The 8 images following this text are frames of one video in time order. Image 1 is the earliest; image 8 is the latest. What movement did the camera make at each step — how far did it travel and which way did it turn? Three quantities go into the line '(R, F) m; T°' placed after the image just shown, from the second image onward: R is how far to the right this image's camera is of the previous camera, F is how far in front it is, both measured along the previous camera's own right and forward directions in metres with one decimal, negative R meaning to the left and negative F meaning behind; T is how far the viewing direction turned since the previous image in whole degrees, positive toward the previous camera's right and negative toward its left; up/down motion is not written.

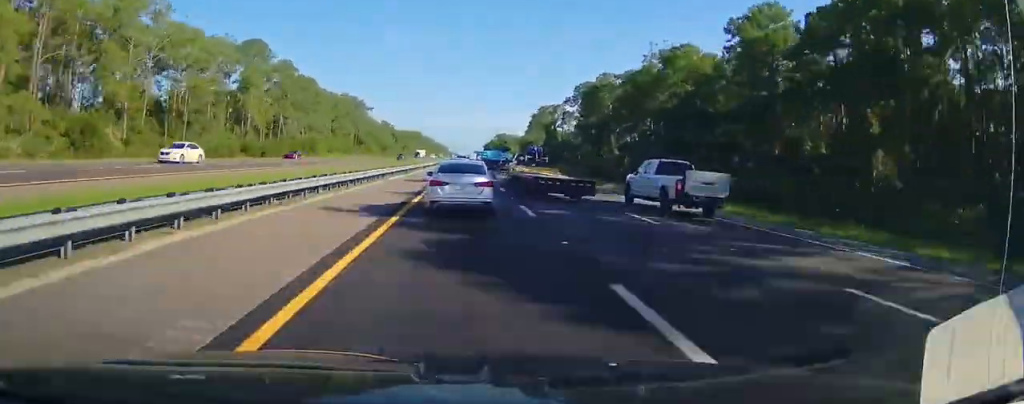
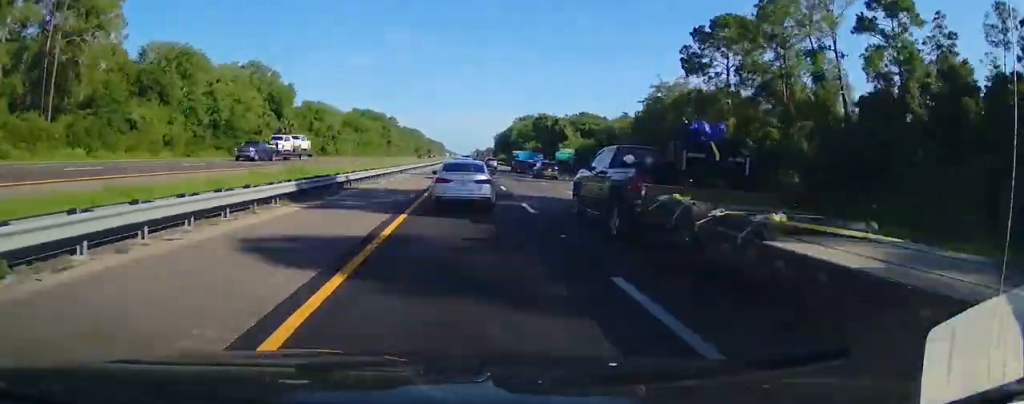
(+0.4, +177.1) m; 0°
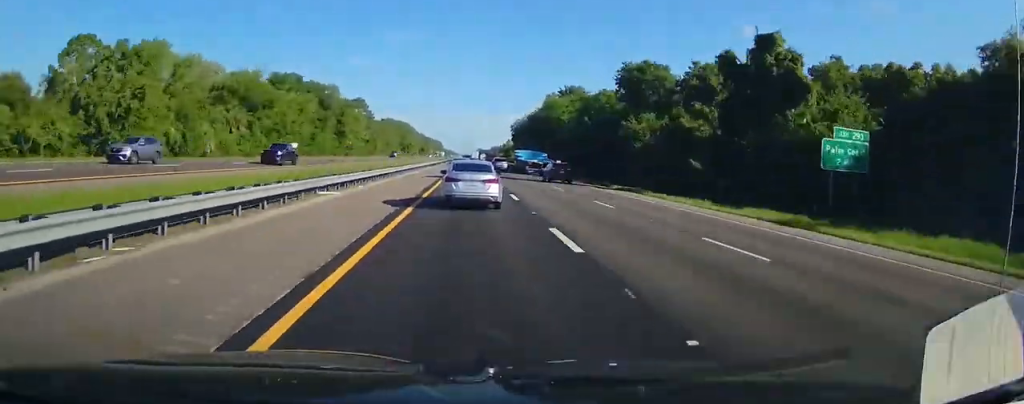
(+0.1, +100.9) m; 0°
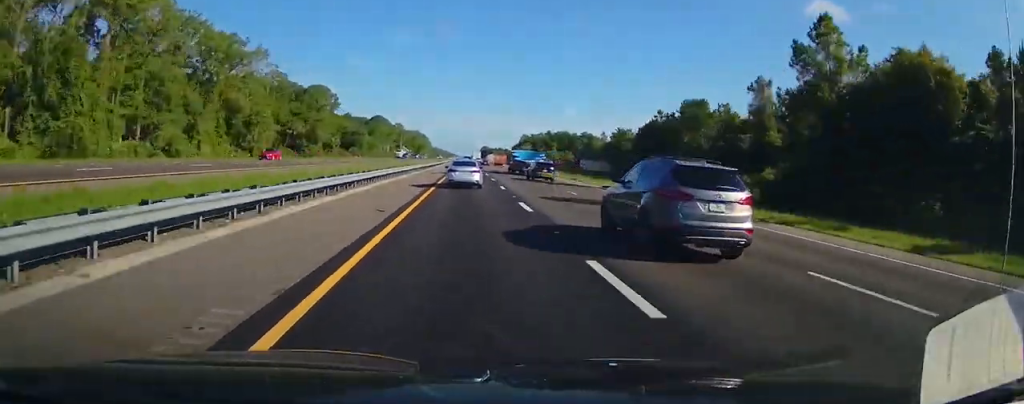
(+0.5, +337.3) m; 0°
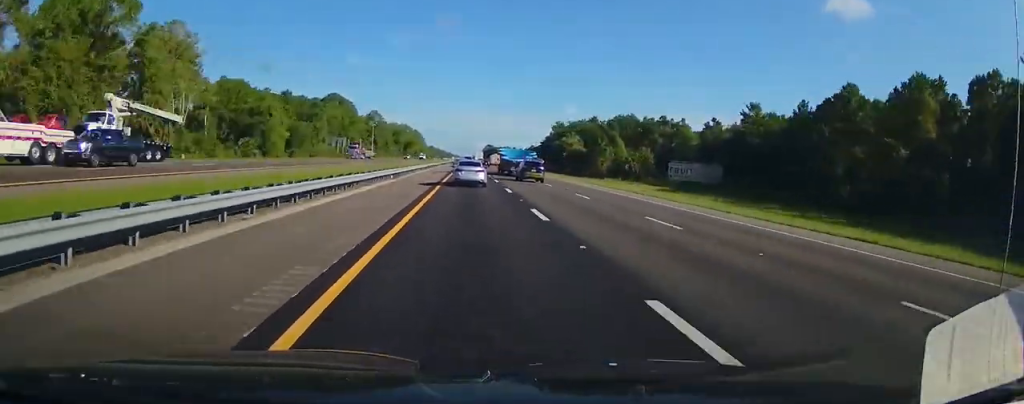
(-0.1, +96.4) m; 0°
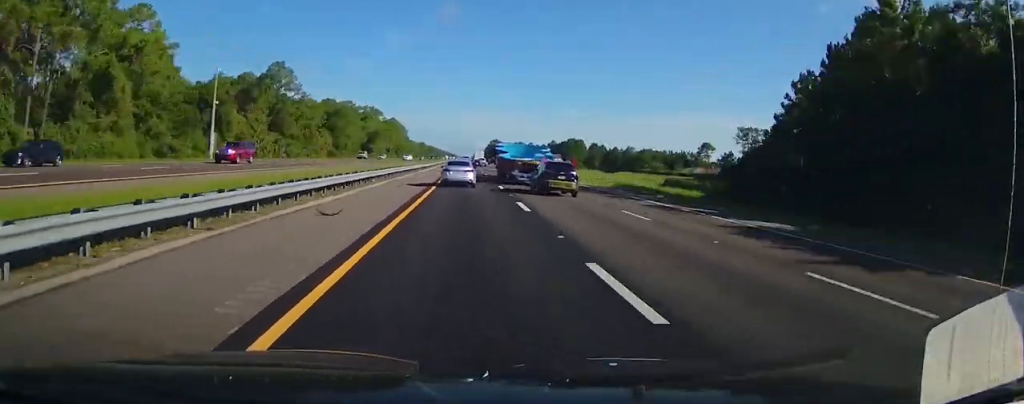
(-0.4, +135.6) m; 0°
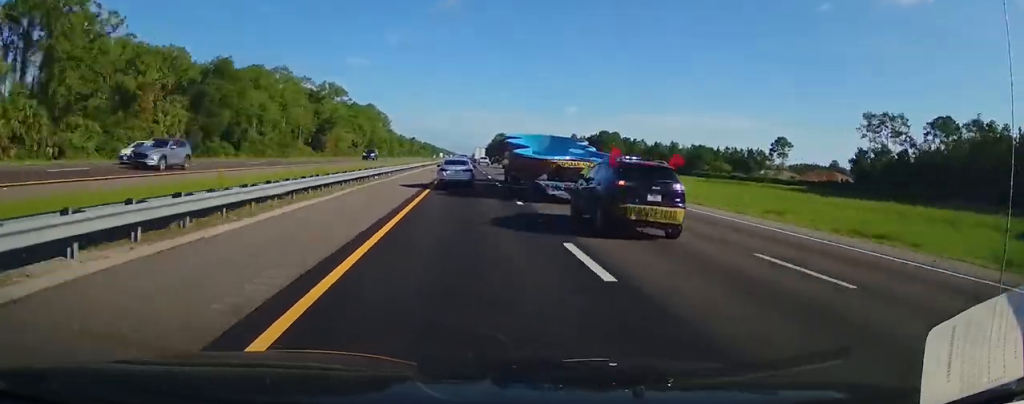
(0.0, +77.6) m; 0°
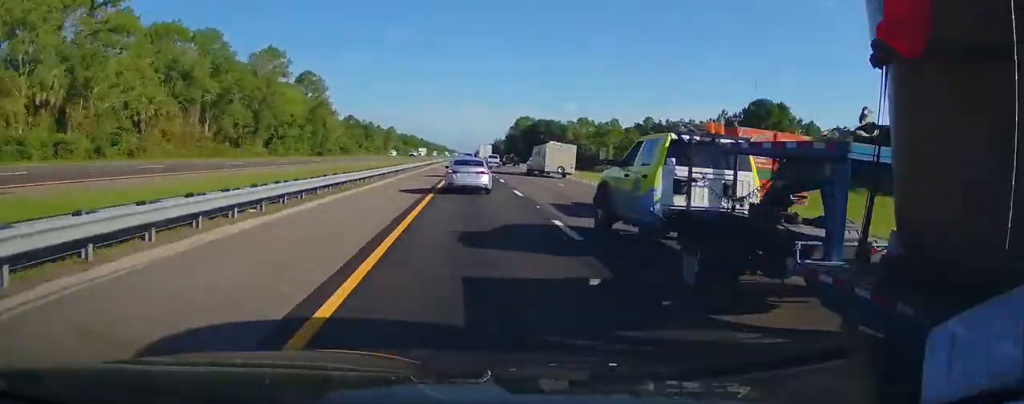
(-0.7, +133.6) m; 0°
